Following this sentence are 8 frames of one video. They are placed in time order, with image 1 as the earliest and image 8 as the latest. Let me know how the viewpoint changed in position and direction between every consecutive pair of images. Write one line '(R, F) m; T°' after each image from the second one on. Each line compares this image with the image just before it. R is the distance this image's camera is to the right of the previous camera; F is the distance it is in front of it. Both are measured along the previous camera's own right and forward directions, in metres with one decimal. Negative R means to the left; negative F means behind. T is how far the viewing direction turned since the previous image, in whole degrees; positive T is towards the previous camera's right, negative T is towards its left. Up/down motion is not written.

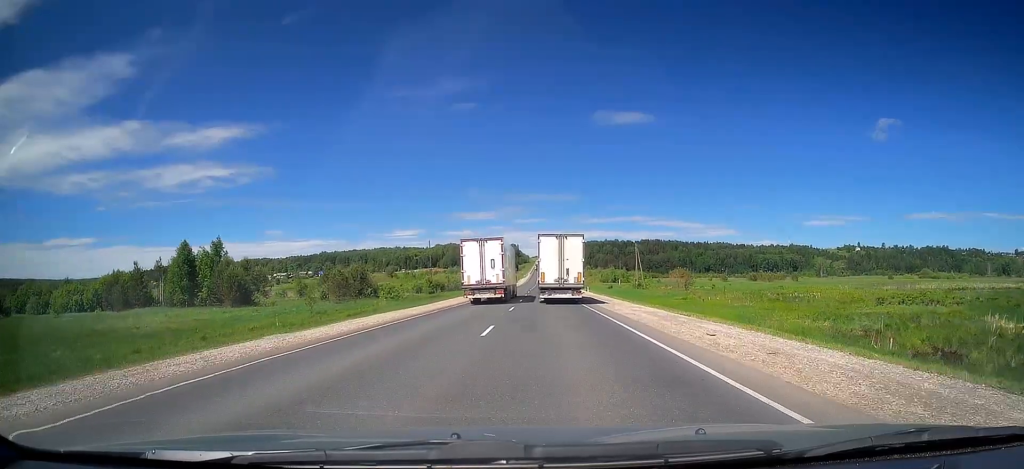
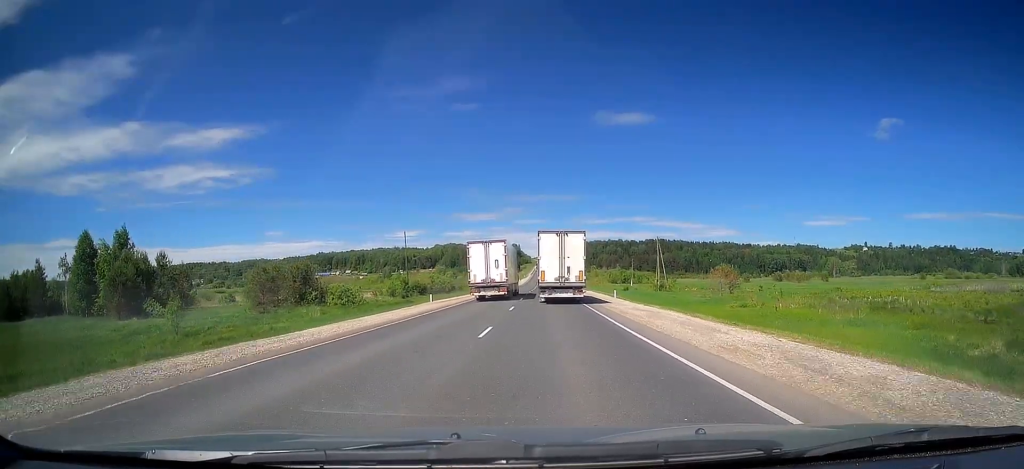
(-0.2, +24.4) m; -1°
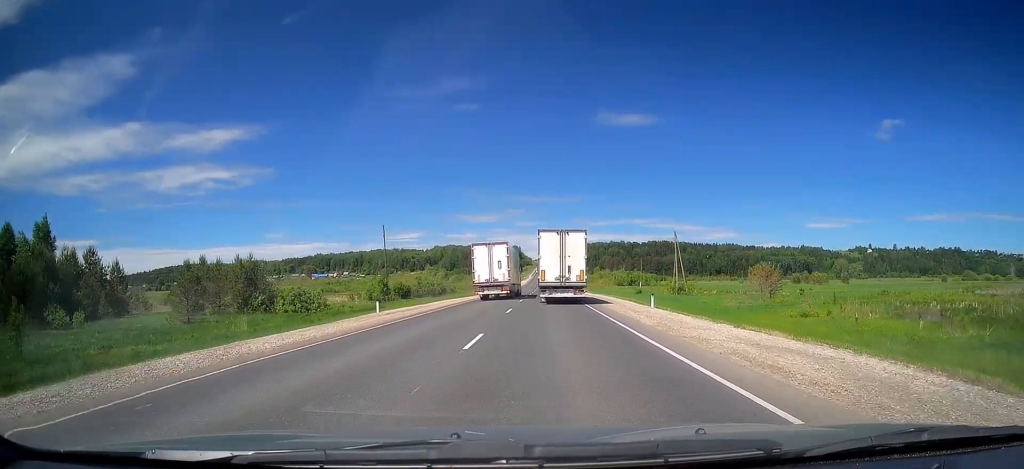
(-0.1, +14.7) m; 0°
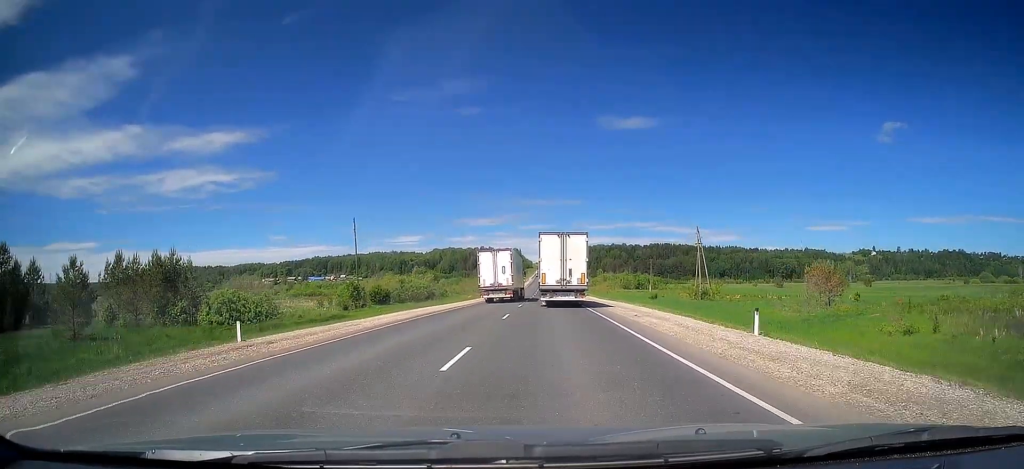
(+0.1, +14.5) m; 0°
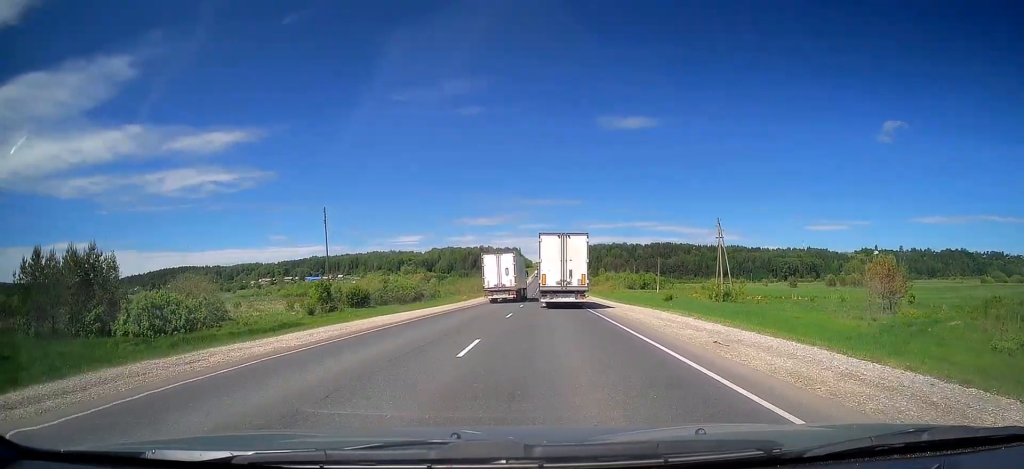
(0.0, +10.6) m; 0°
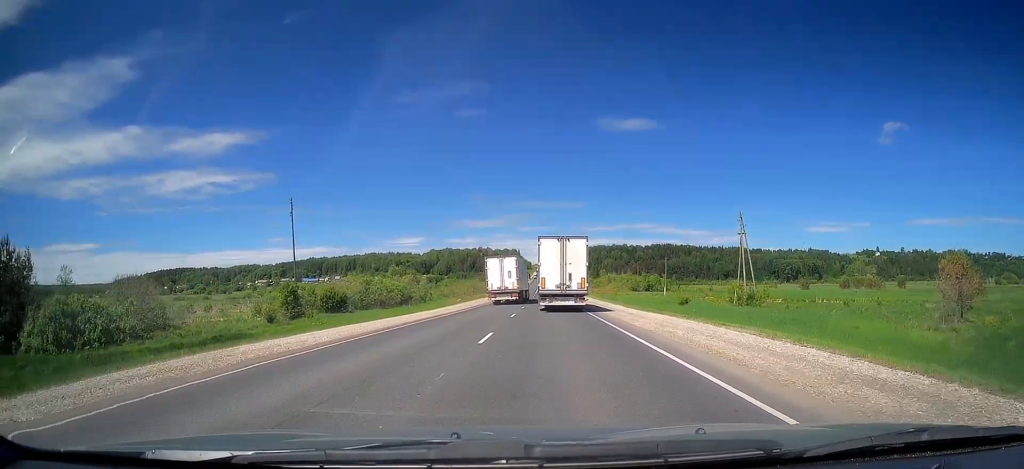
(0.0, +9.0) m; 0°
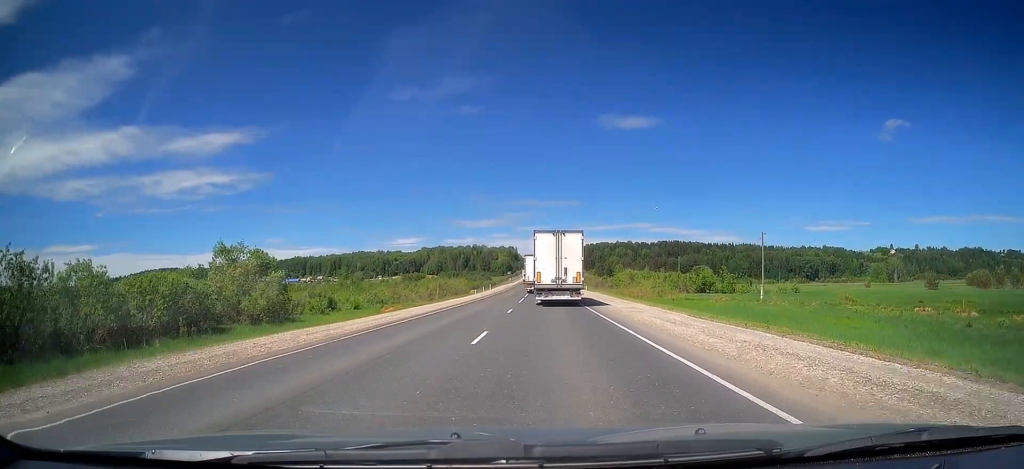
(0.0, +61.0) m; 0°
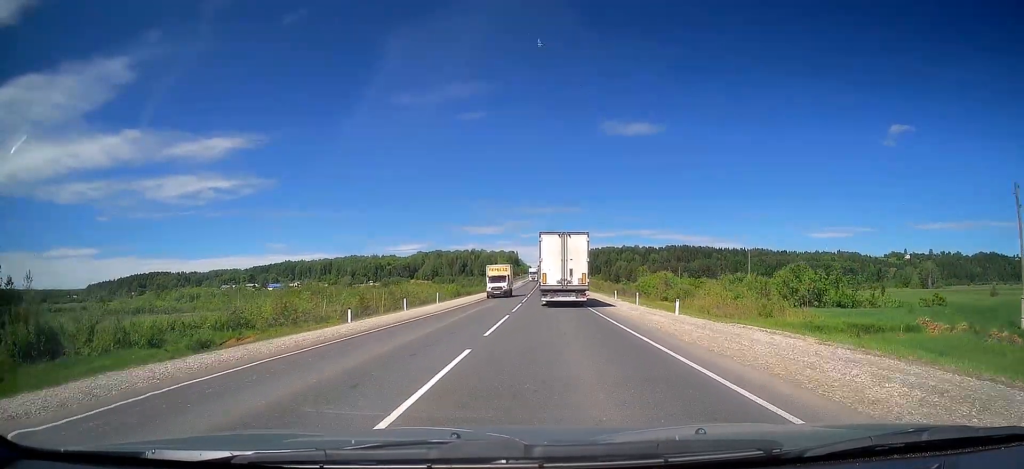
(-0.3, +45.7) m; 0°
